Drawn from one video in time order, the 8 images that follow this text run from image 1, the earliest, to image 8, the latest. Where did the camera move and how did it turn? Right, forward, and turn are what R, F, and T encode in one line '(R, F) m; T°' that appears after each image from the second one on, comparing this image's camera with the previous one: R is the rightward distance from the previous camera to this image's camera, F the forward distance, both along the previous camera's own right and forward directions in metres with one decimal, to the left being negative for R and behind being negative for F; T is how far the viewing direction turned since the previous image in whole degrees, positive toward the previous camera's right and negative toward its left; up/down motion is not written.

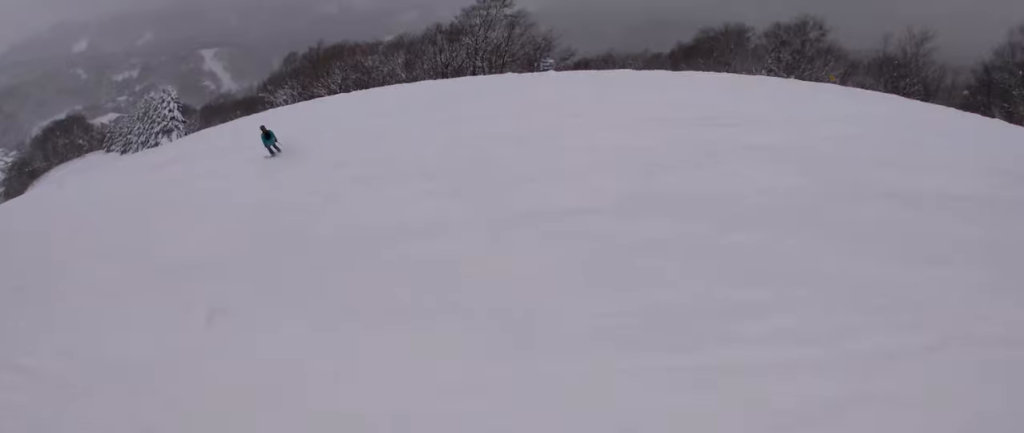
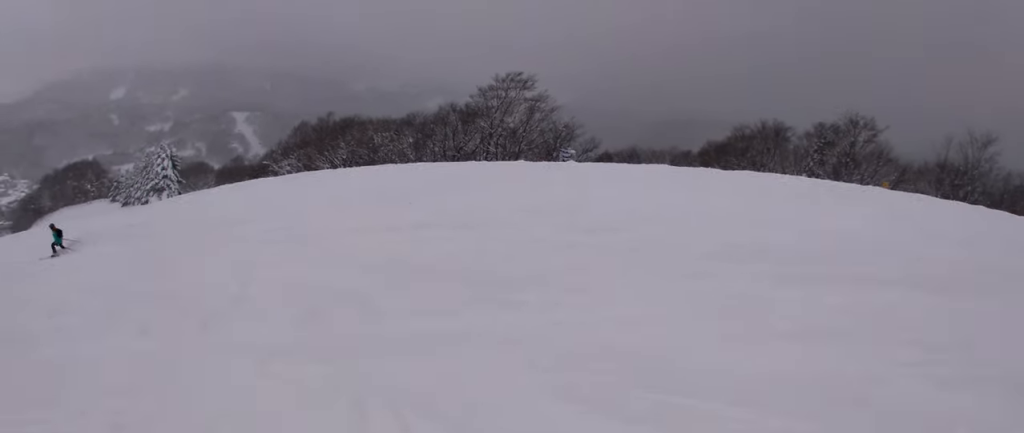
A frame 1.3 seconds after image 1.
(+0.8, +8.1) m; -6°
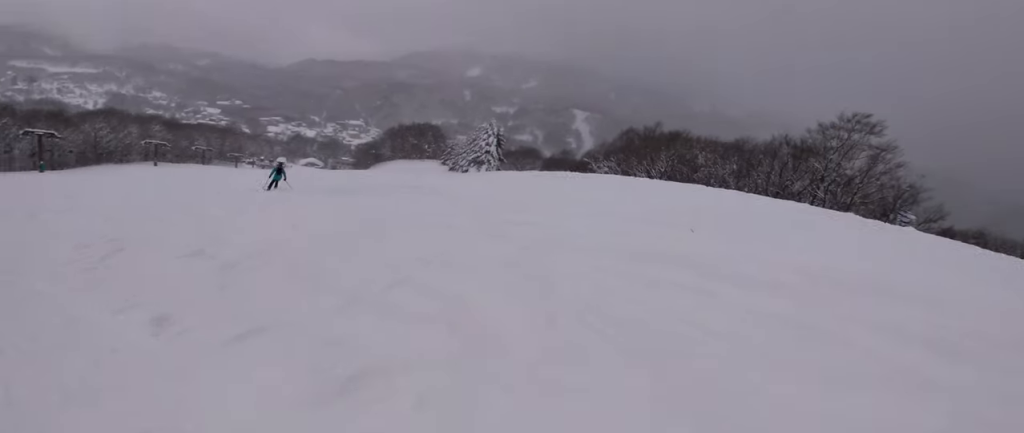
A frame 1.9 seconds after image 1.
(-0.2, +3.2) m; -17°
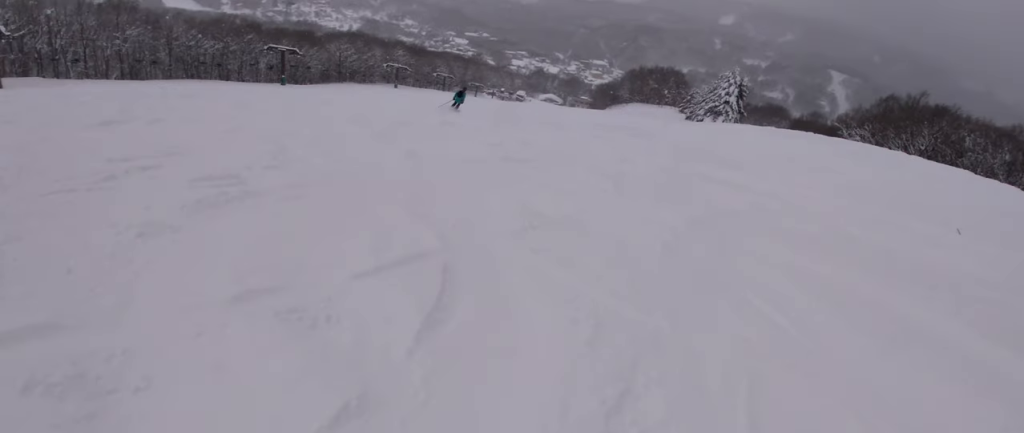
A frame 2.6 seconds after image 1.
(-1.1, +3.1) m; -24°
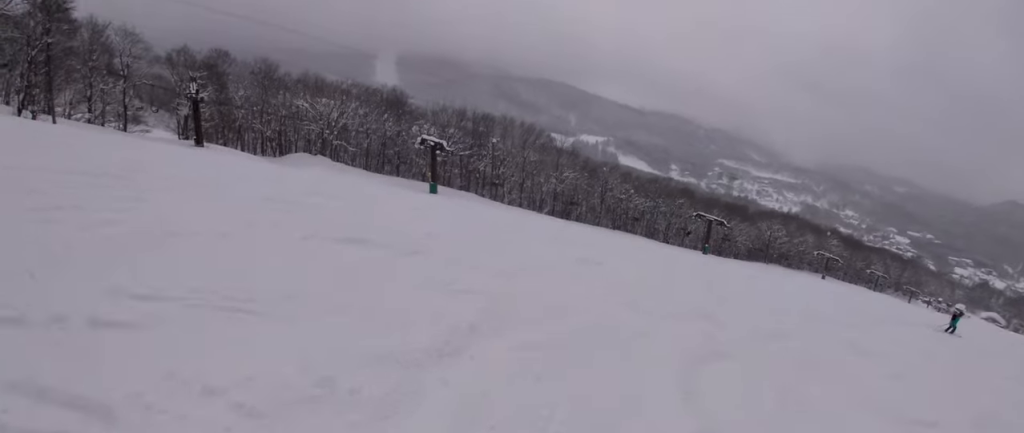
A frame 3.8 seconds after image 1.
(-1.6, +6.7) m; -27°
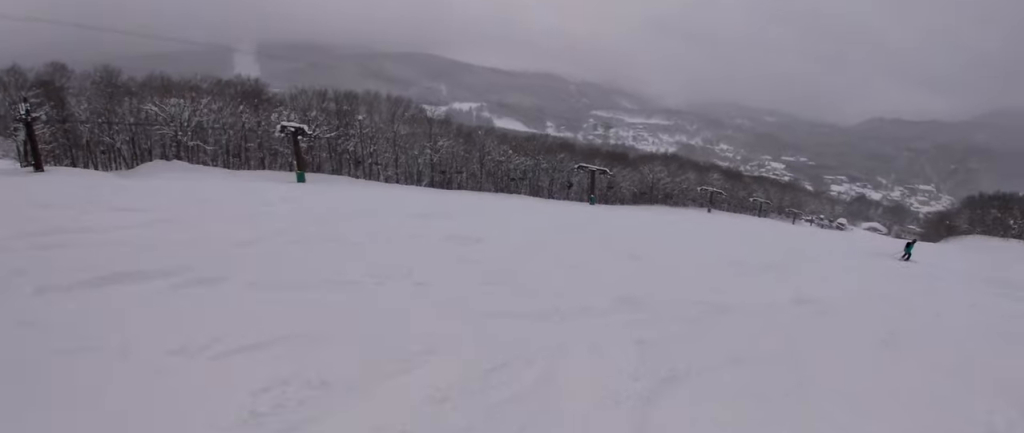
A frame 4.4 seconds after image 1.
(-0.7, +3.4) m; -7°
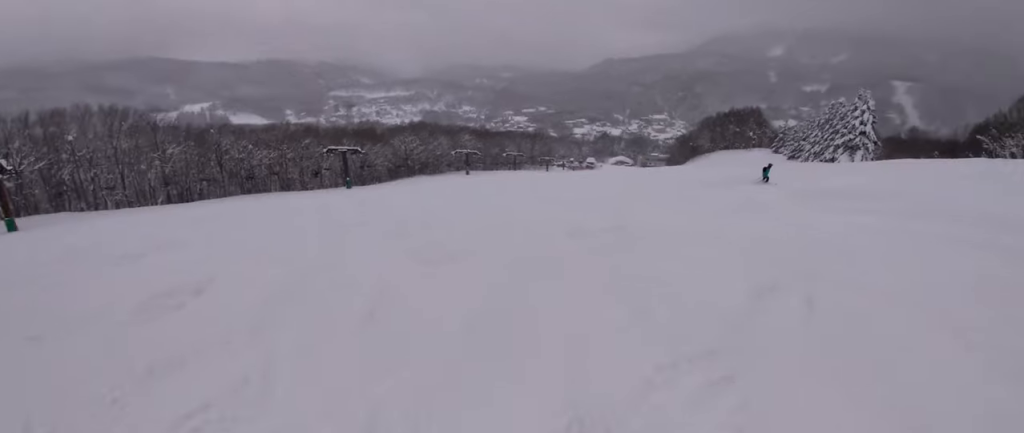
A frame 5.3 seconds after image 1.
(-0.1, +5.0) m; +8°
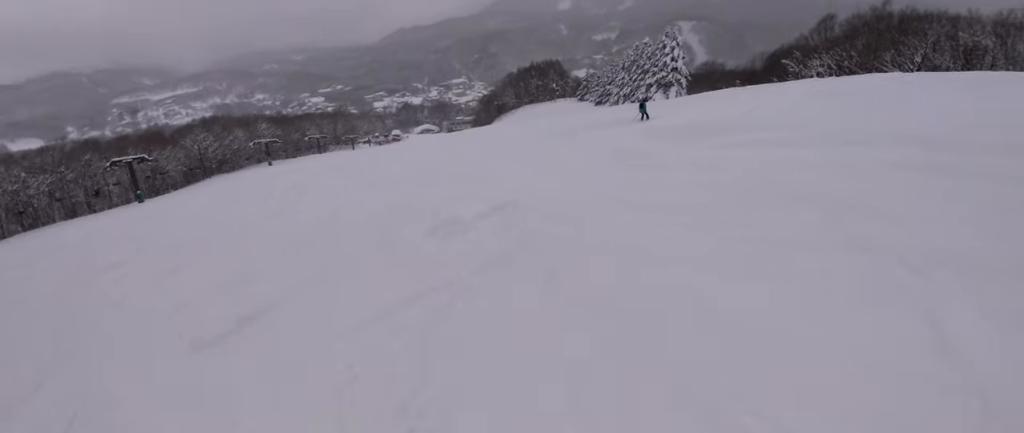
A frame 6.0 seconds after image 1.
(+0.3, +3.8) m; +15°
